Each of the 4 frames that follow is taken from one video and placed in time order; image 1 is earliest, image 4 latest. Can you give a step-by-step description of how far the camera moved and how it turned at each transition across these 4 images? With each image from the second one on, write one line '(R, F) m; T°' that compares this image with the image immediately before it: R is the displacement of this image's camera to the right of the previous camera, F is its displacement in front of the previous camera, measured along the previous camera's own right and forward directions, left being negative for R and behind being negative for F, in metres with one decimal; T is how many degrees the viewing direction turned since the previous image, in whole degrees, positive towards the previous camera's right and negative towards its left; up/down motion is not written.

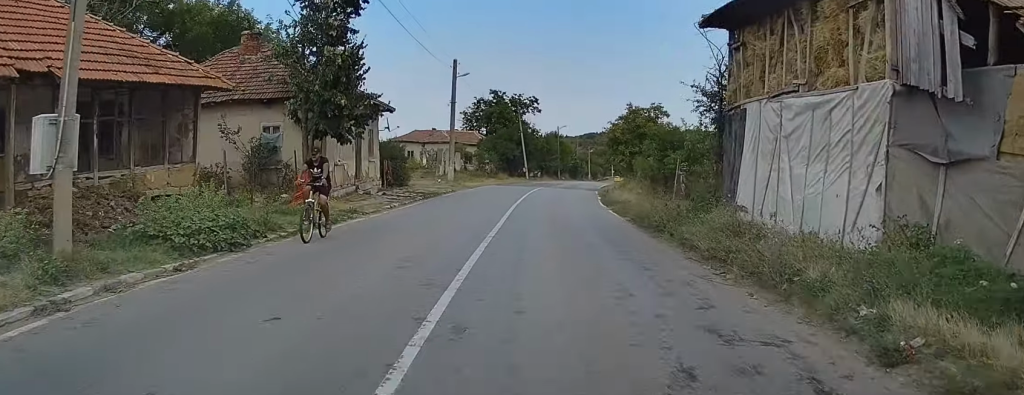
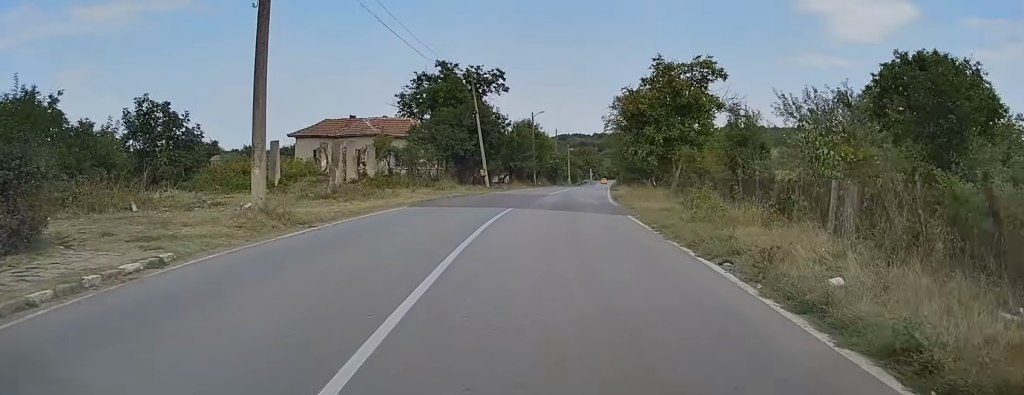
(+0.4, +29.4) m; +1°
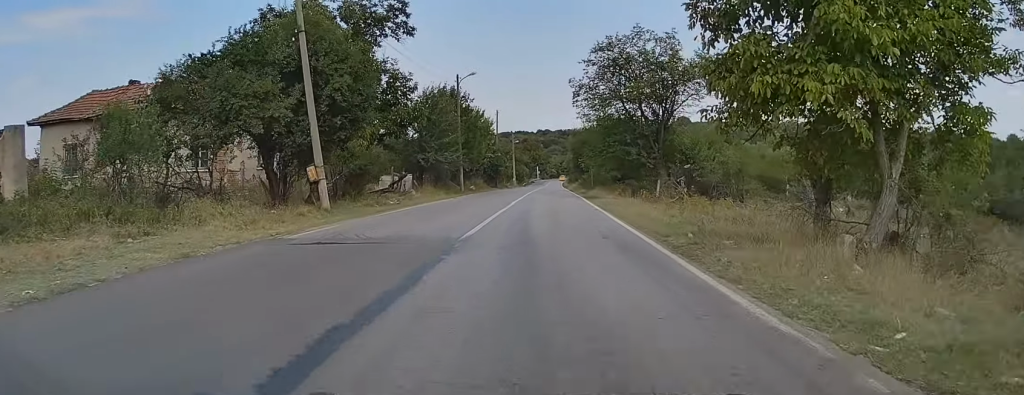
(+1.2, +29.2) m; +5°
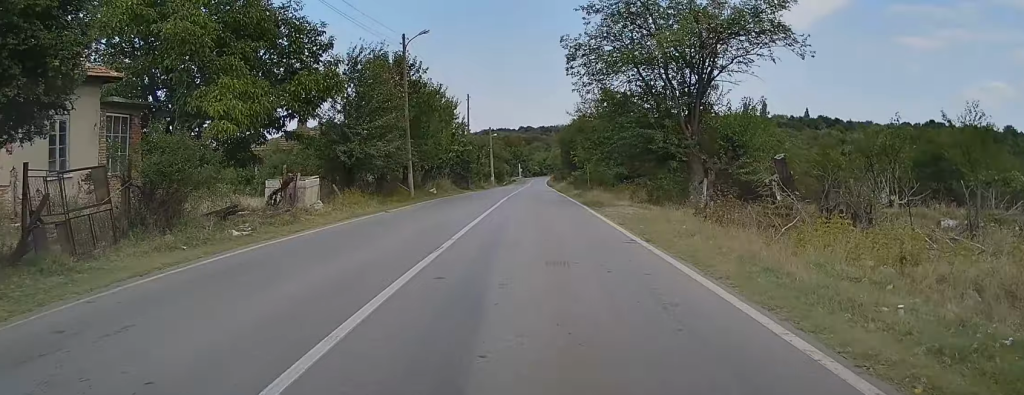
(+0.2, +14.1) m; +1°
